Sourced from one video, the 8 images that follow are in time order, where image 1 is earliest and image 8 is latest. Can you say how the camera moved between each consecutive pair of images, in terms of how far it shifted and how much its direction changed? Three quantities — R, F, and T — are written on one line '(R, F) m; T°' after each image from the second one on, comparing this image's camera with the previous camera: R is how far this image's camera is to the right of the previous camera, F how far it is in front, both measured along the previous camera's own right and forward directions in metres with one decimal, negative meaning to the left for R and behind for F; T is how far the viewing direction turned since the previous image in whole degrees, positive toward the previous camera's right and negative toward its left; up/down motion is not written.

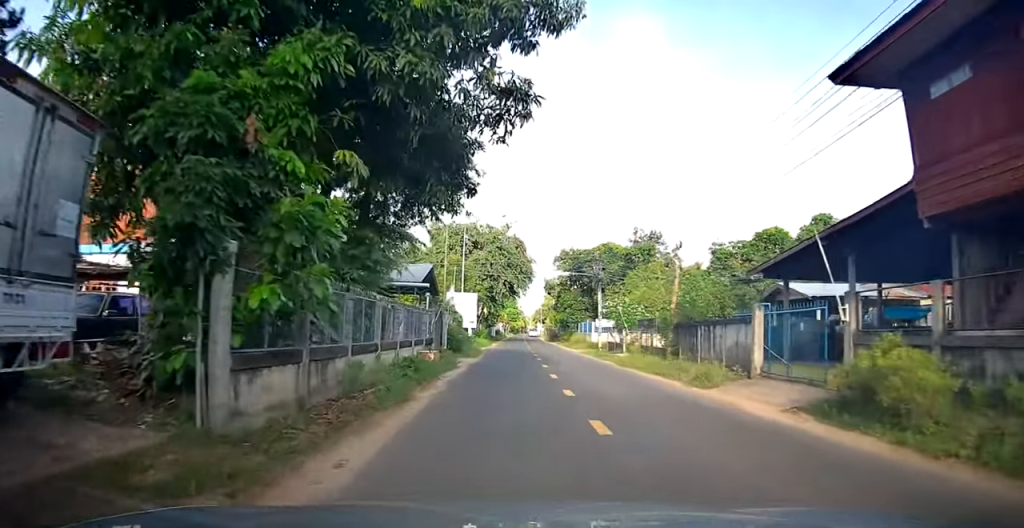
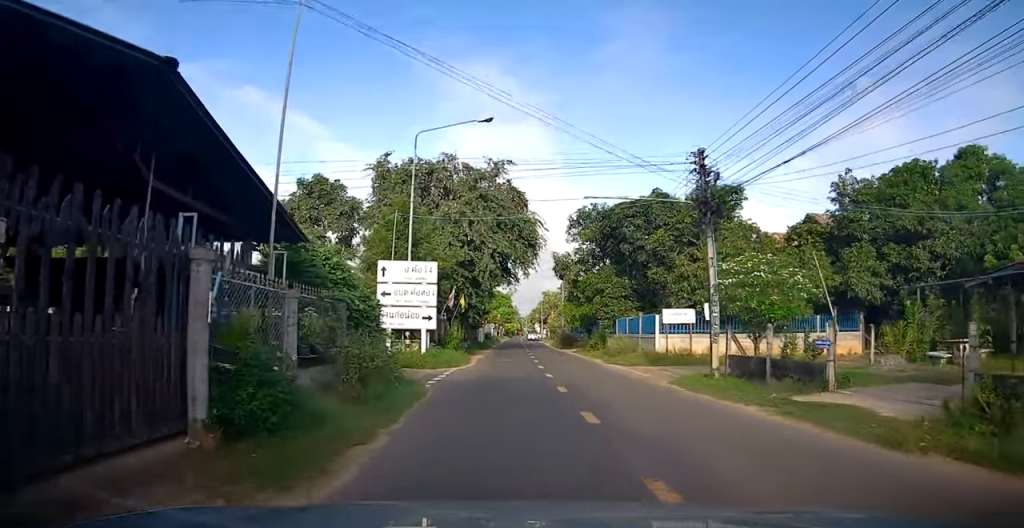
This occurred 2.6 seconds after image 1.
(+0.1, +20.0) m; -1°
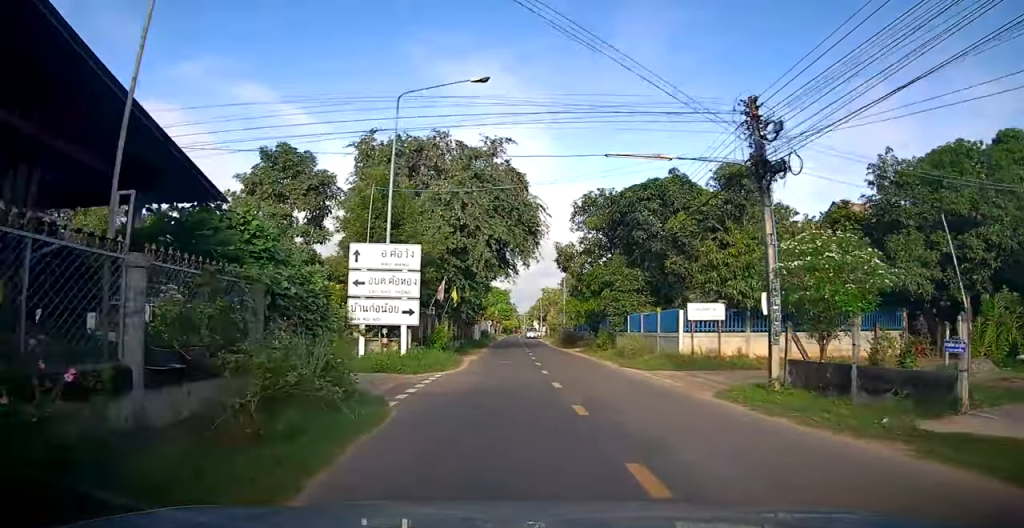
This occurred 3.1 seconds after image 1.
(0.0, +3.5) m; +1°
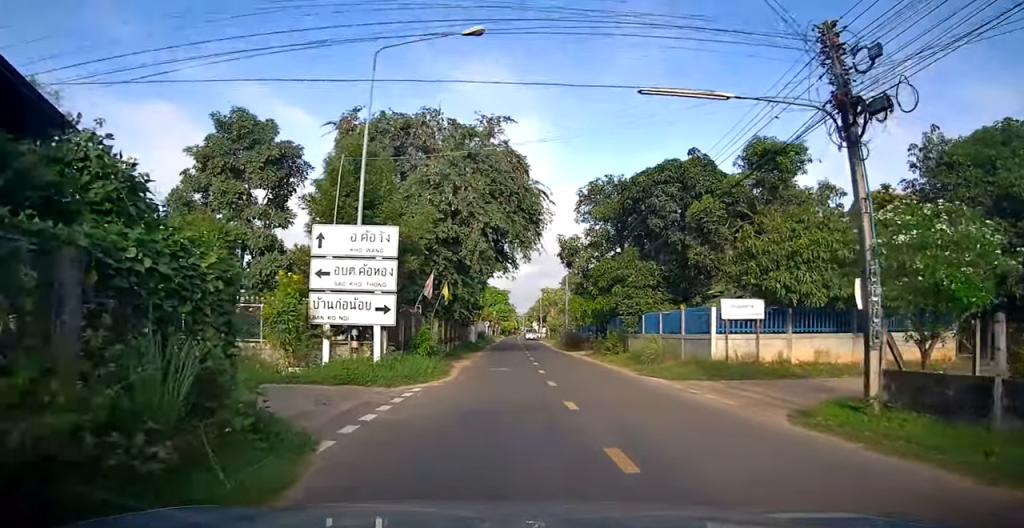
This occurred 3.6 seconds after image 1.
(0.0, +3.5) m; +1°
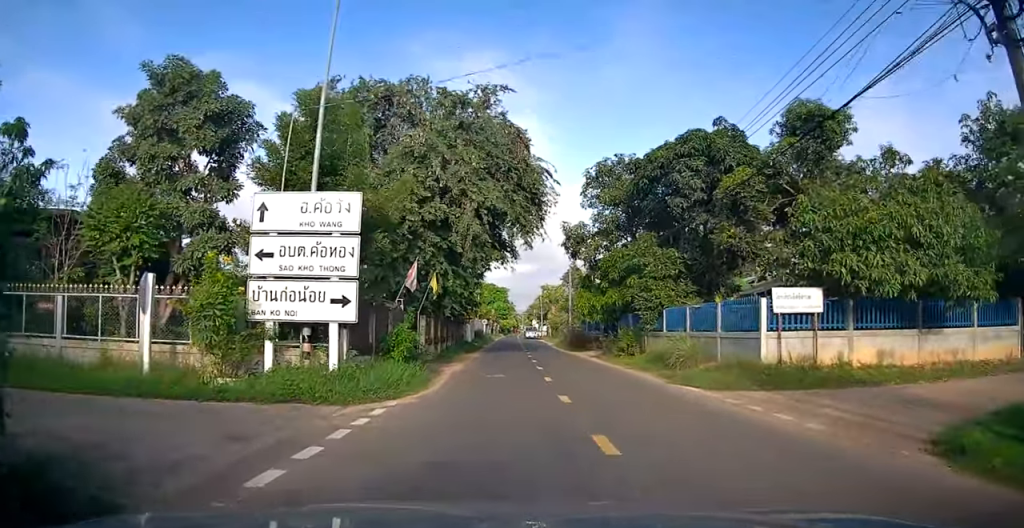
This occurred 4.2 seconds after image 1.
(+0.1, +3.4) m; 0°
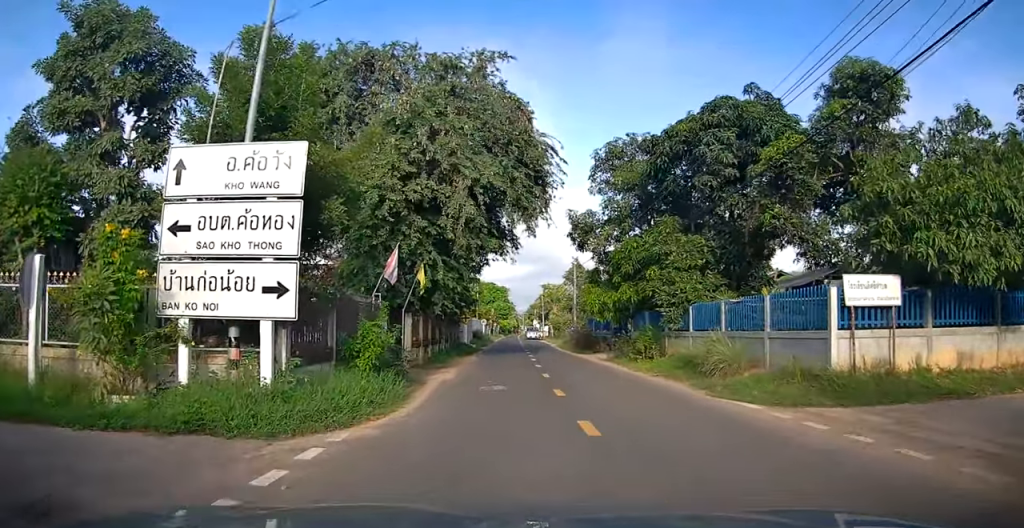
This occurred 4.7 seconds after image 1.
(0.0, +3.0) m; 0°
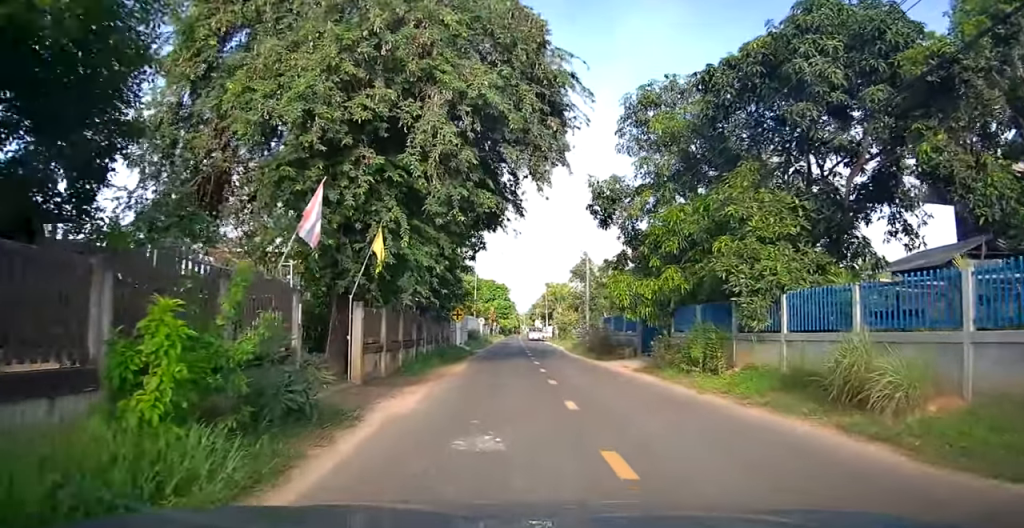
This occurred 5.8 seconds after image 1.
(-0.1, +6.1) m; -2°
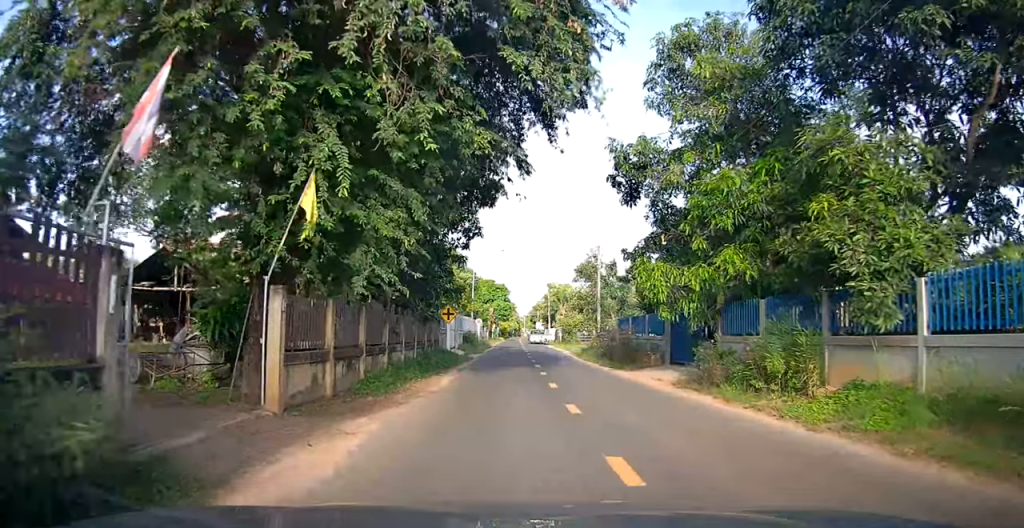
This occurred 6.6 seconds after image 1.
(0.0, +4.2) m; -1°
